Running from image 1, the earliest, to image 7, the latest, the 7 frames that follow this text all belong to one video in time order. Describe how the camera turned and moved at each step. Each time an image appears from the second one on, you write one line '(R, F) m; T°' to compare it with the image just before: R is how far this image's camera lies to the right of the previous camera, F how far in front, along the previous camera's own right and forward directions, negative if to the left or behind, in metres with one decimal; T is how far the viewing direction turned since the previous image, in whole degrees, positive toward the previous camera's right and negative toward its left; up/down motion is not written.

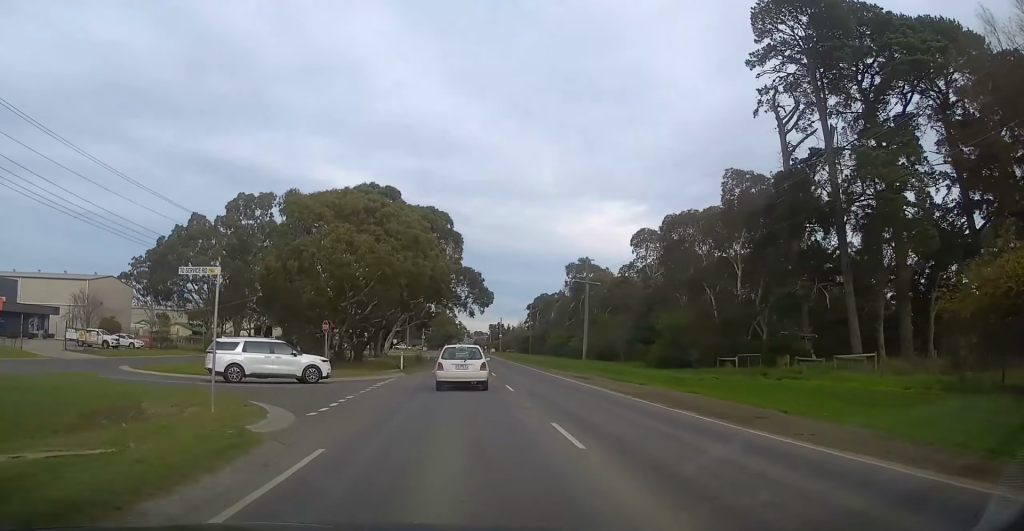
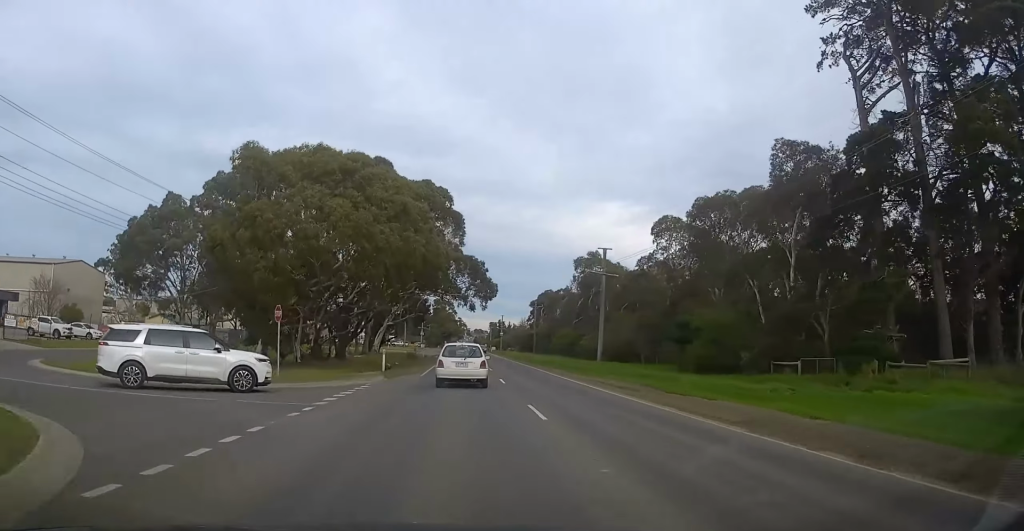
(+0.1, +8.3) m; +1°
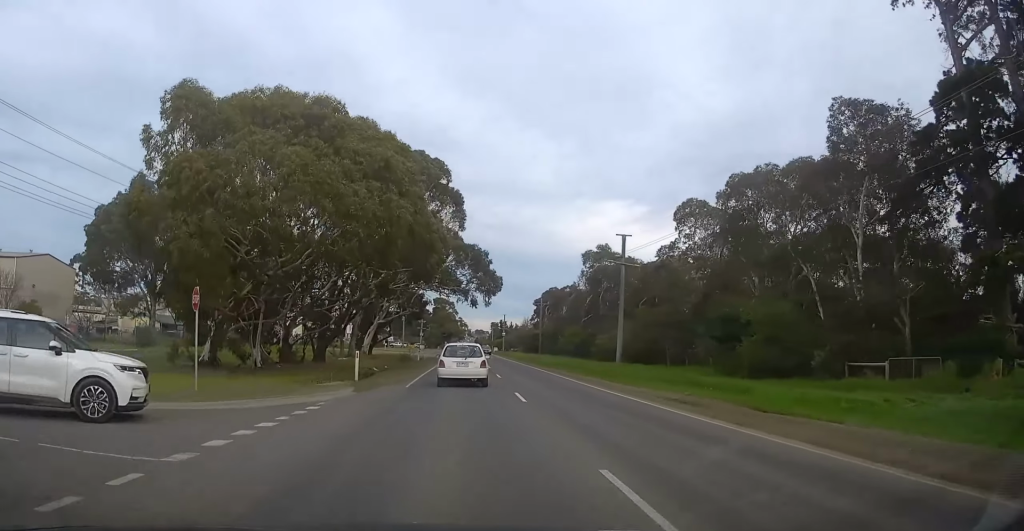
(0.0, +7.6) m; 0°
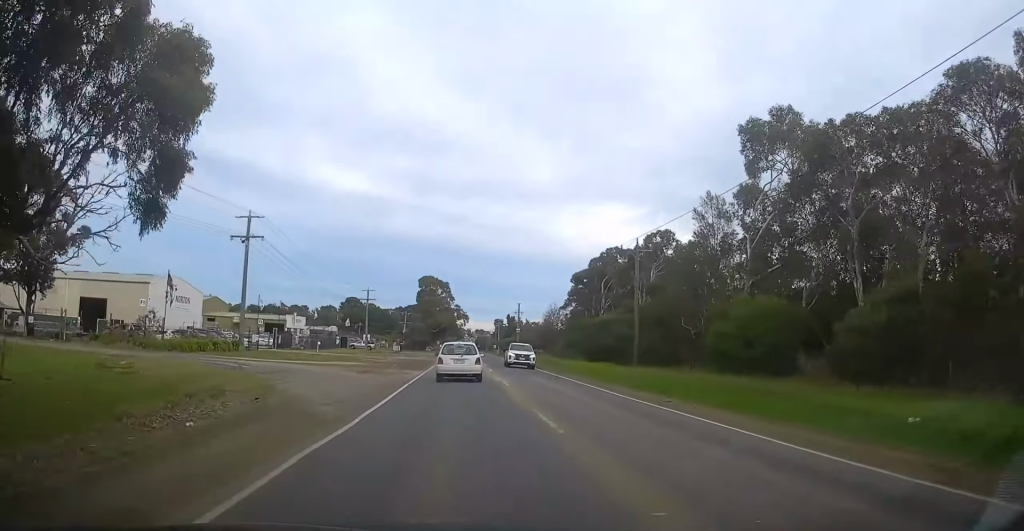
(0.0, +64.4) m; 0°
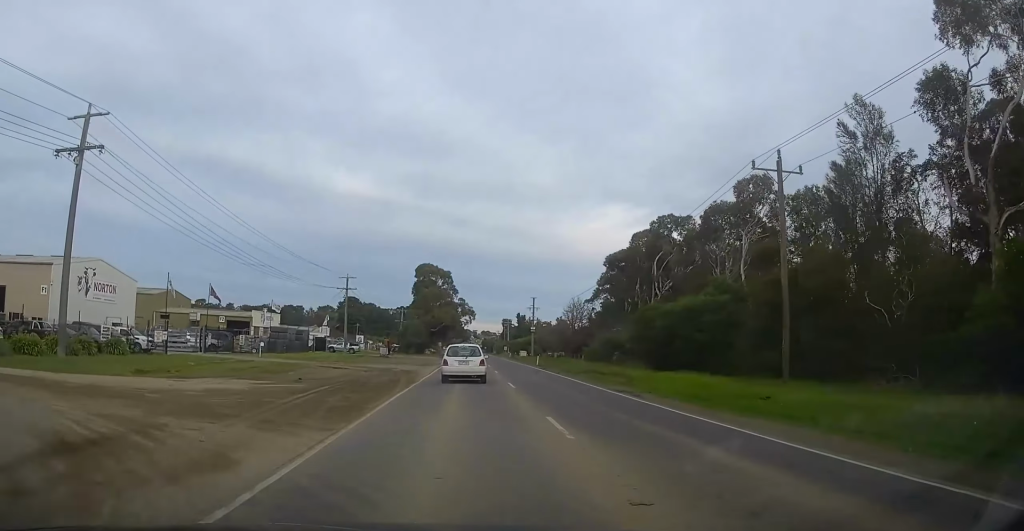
(0.0, +23.5) m; 0°
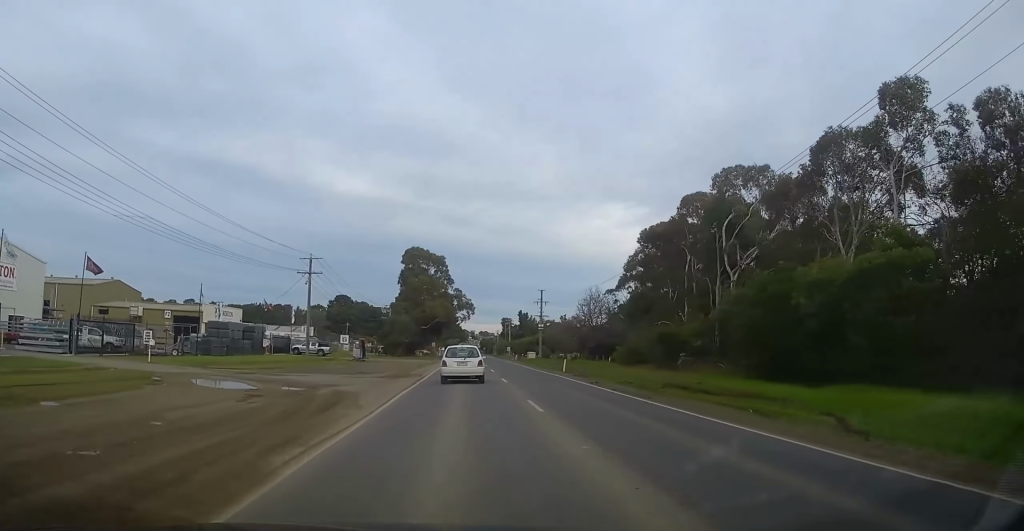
(0.0, +19.5) m; 0°
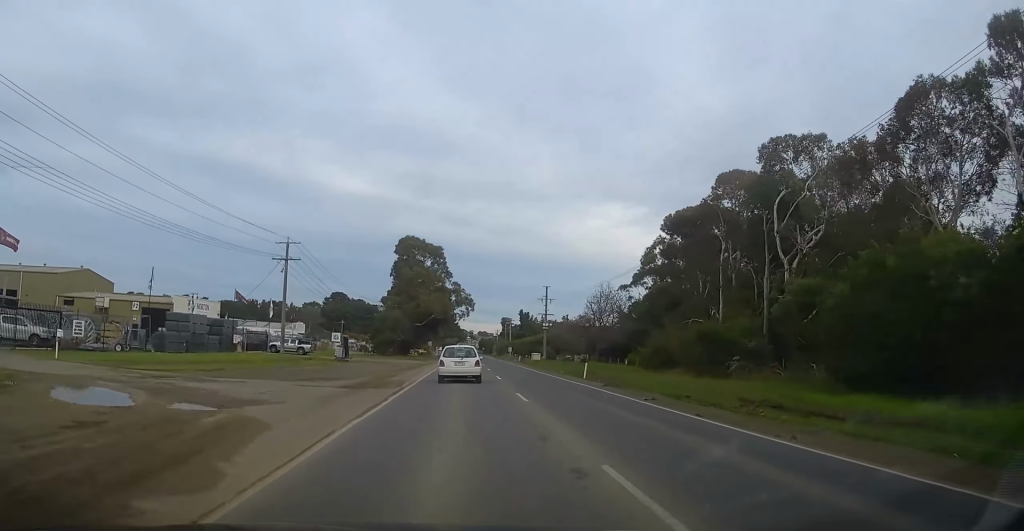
(0.0, +8.9) m; 0°
